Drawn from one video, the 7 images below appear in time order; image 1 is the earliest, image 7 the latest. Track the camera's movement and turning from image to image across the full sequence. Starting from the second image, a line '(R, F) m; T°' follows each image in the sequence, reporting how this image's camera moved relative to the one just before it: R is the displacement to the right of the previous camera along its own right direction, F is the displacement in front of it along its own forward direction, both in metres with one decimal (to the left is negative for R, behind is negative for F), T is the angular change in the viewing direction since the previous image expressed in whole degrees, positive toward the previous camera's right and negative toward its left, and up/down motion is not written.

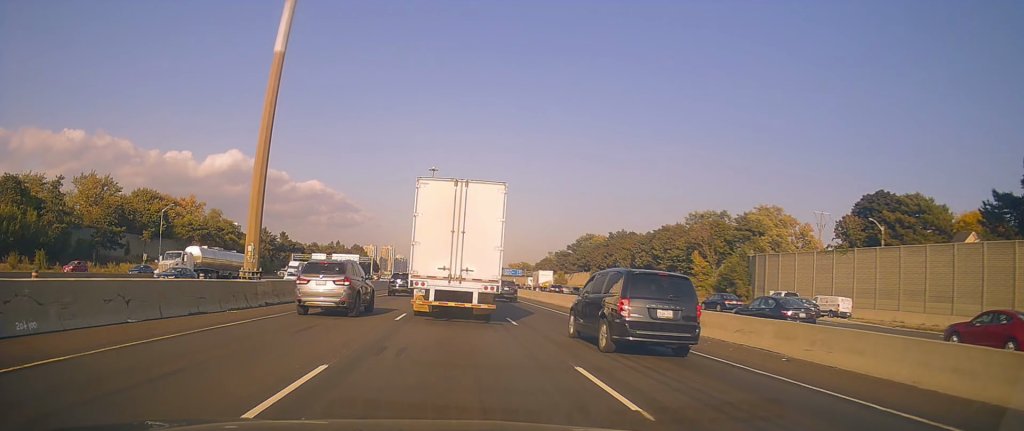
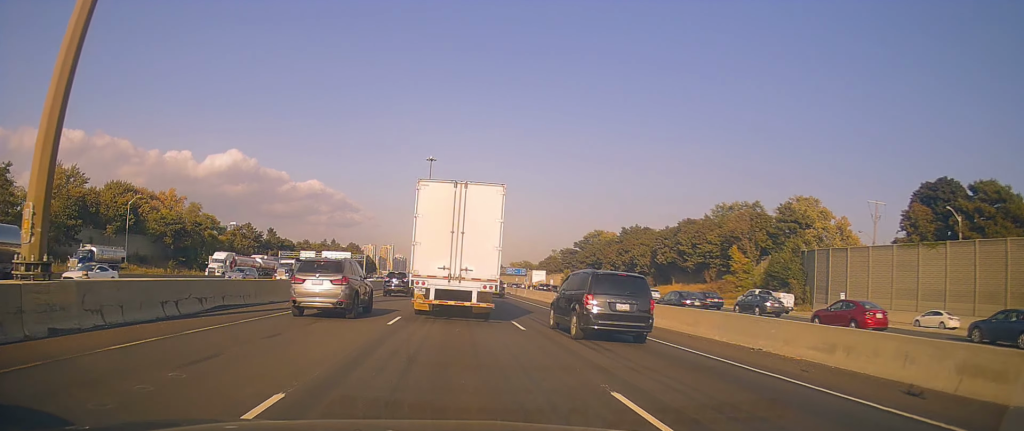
(-0.5, +14.3) m; 0°
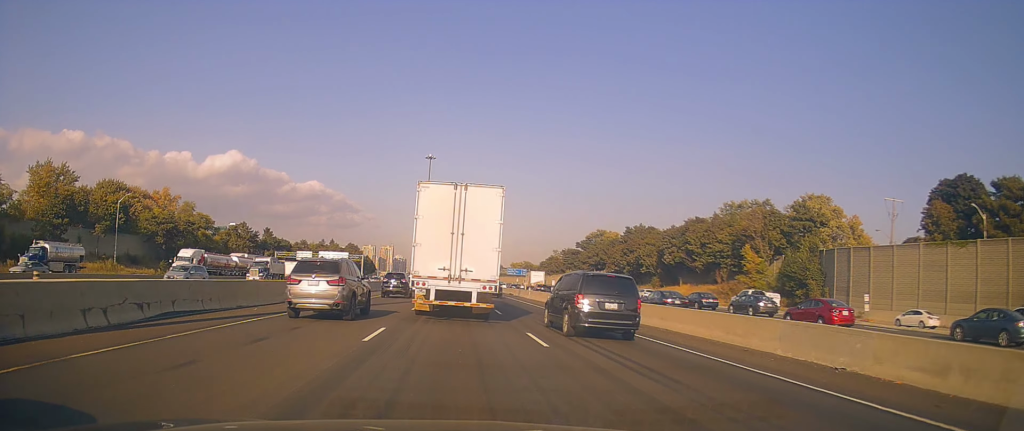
(0.0, +4.0) m; +1°
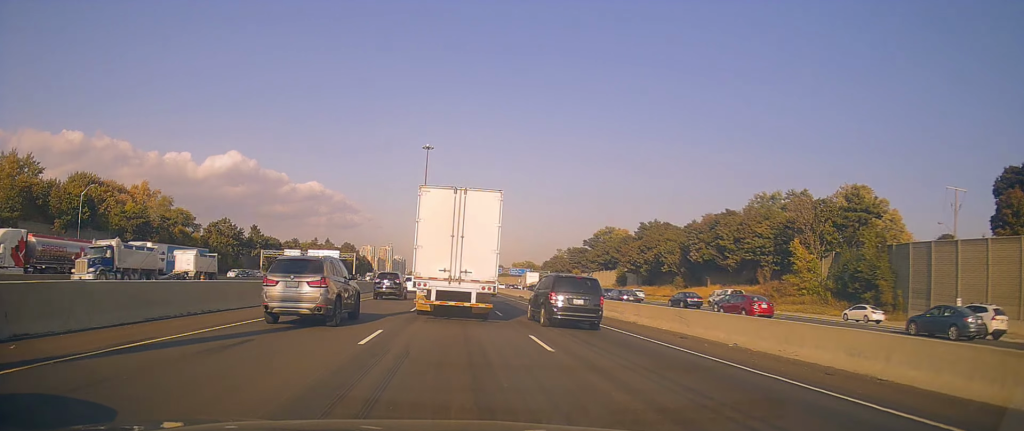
(+0.3, +12.7) m; +2°
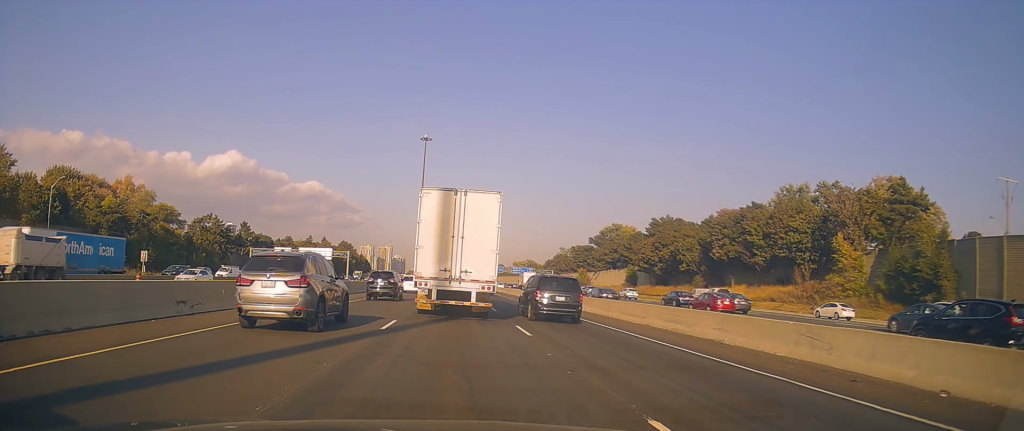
(+0.1, +9.0) m; -3°
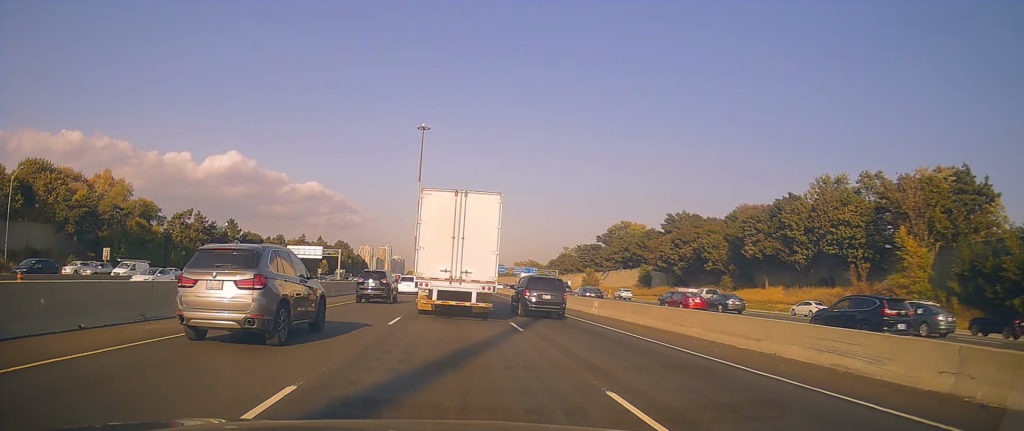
(-0.6, +10.7) m; -1°
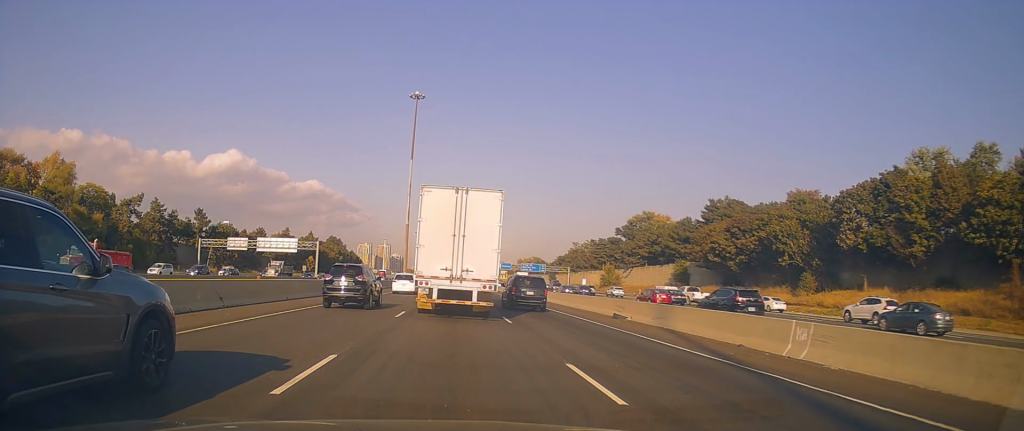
(+1.0, +22.3) m; +3°
